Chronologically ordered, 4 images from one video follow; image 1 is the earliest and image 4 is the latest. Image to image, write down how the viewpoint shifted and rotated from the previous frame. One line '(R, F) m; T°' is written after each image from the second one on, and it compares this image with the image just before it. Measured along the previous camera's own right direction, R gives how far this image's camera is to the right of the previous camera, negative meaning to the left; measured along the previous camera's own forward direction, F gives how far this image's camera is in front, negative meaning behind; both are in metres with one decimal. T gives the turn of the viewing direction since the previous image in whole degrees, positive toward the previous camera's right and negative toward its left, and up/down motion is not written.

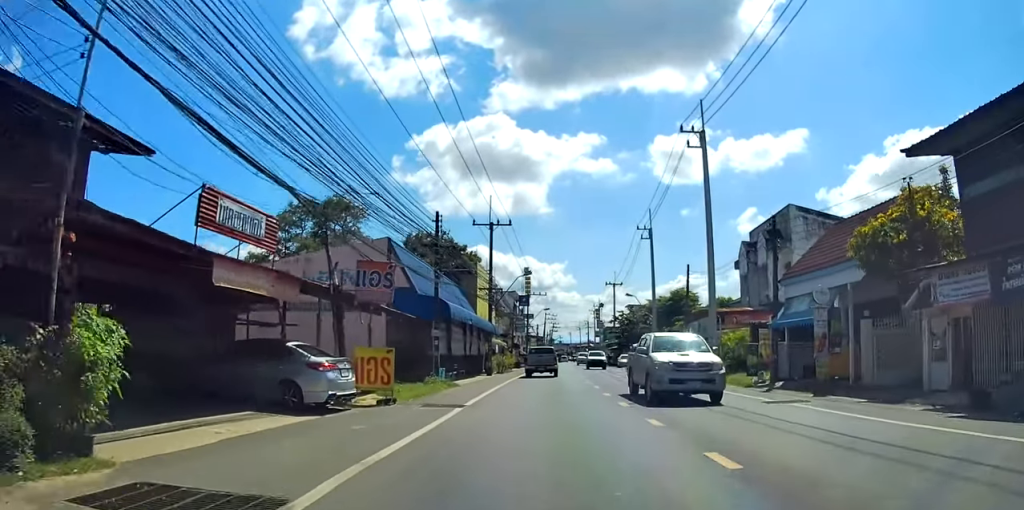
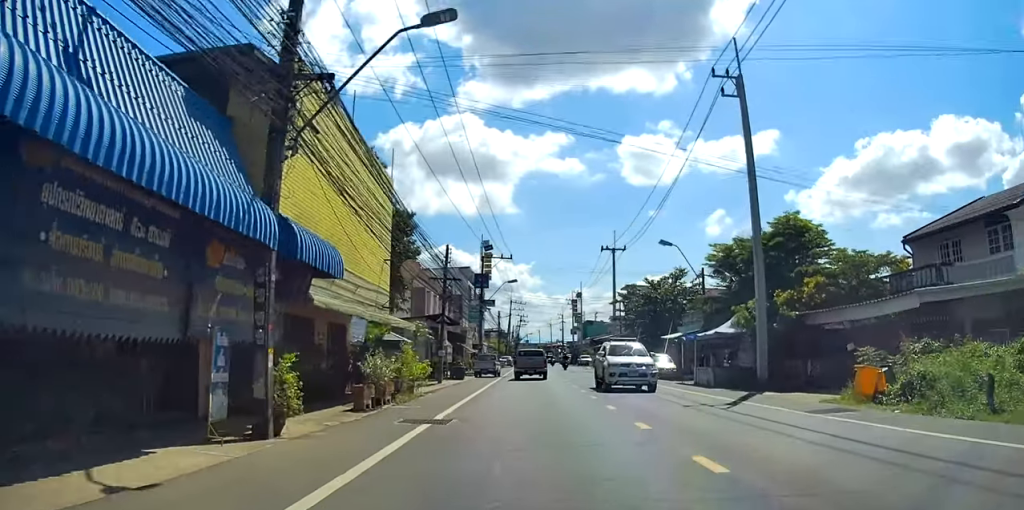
(+1.3, +34.1) m; 0°
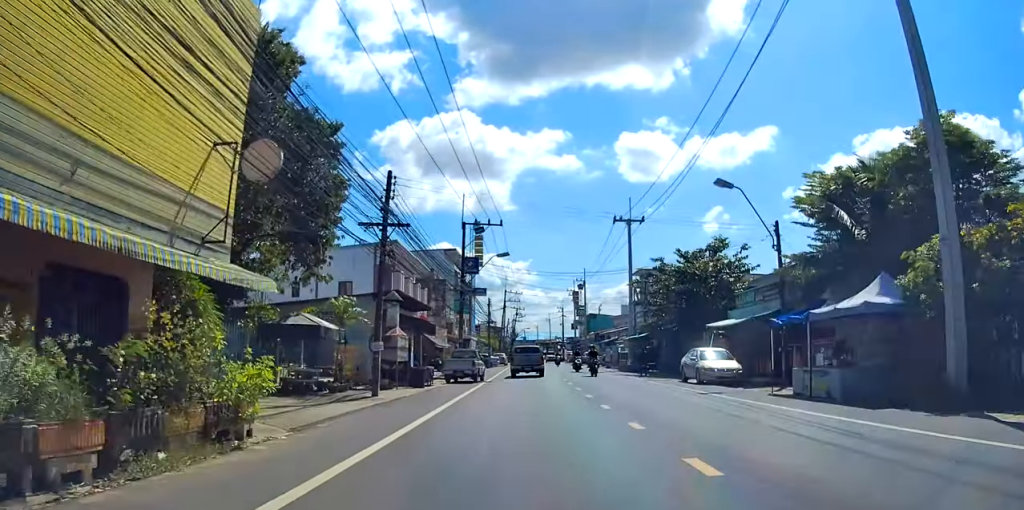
(-0.2, +12.8) m; -1°
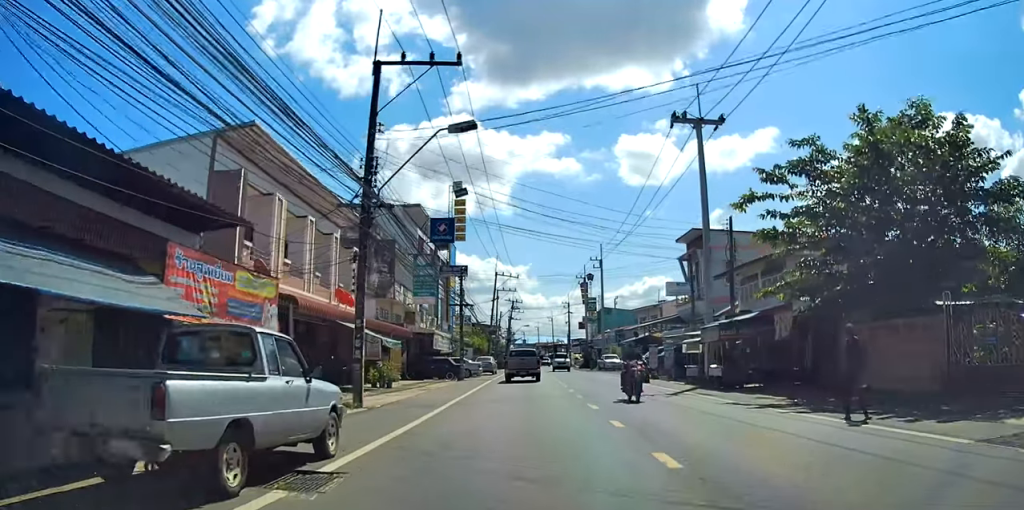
(+2.3, +23.3) m; +6°
